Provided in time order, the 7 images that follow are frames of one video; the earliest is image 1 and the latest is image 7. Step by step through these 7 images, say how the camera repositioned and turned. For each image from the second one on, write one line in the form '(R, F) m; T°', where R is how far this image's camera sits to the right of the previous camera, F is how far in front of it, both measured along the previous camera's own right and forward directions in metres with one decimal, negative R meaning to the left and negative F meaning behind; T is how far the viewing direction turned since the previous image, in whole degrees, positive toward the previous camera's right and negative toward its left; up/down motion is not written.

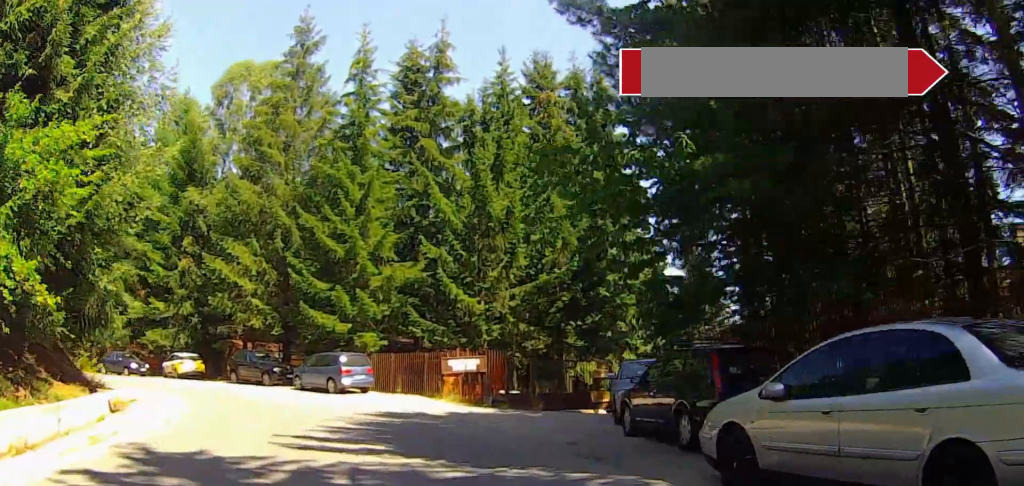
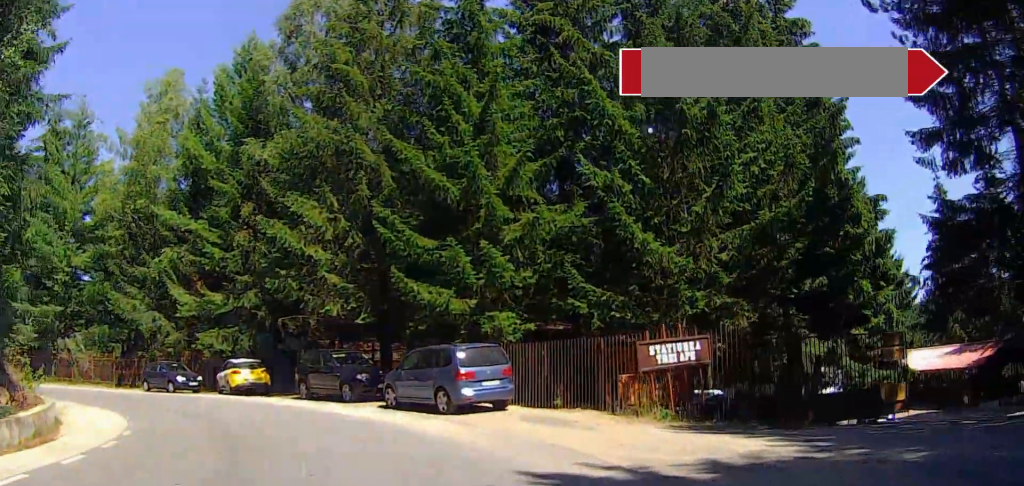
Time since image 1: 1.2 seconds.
(-0.4, +11.0) m; -9°
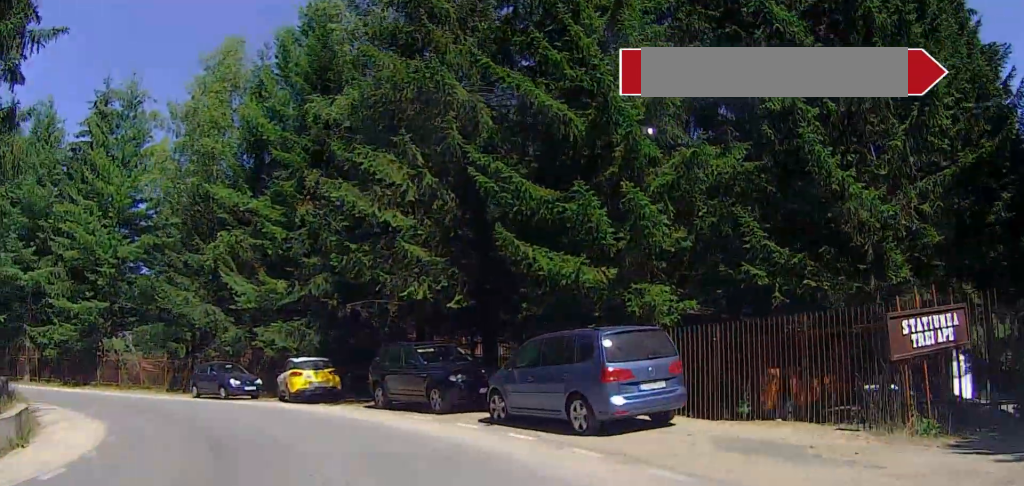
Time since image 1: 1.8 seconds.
(-0.7, +5.7) m; -7°
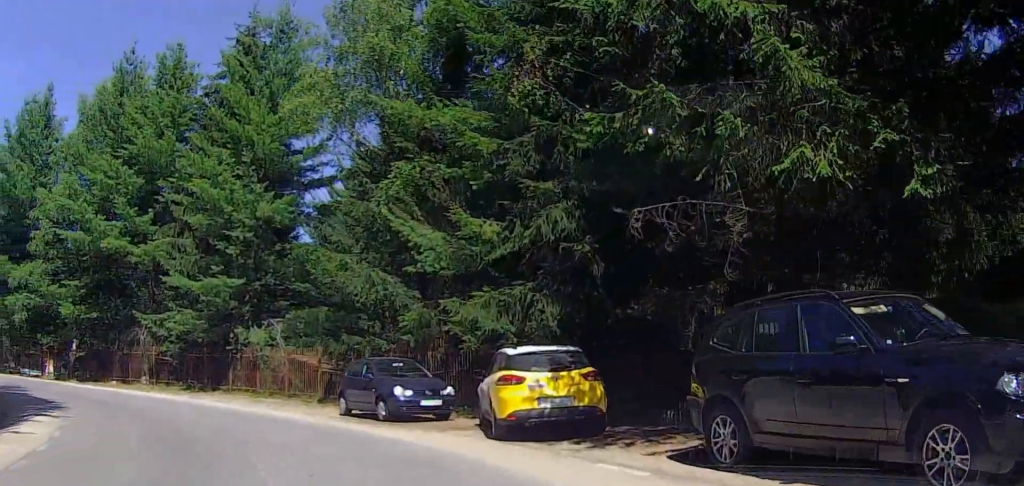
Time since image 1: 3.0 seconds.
(-1.2, +11.1) m; -17°
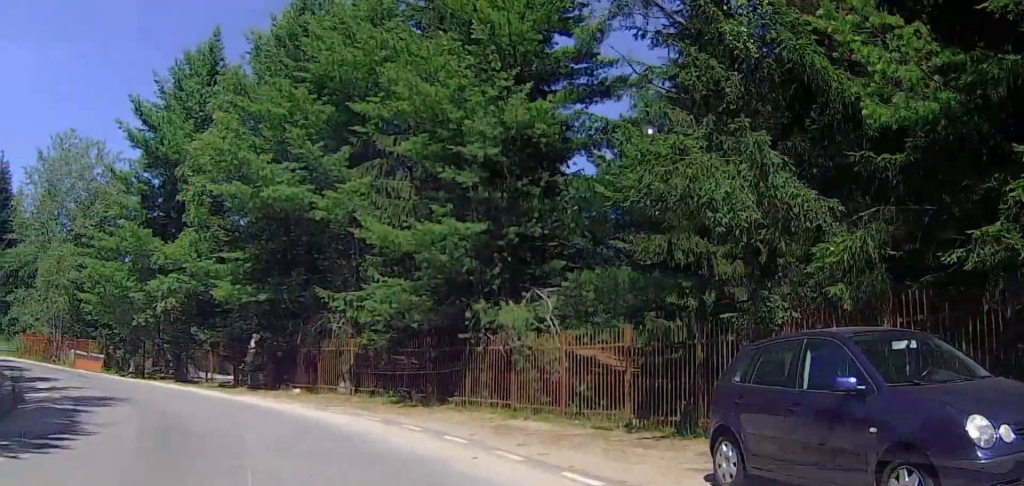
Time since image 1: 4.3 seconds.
(-2.4, +11.2) m; -25°
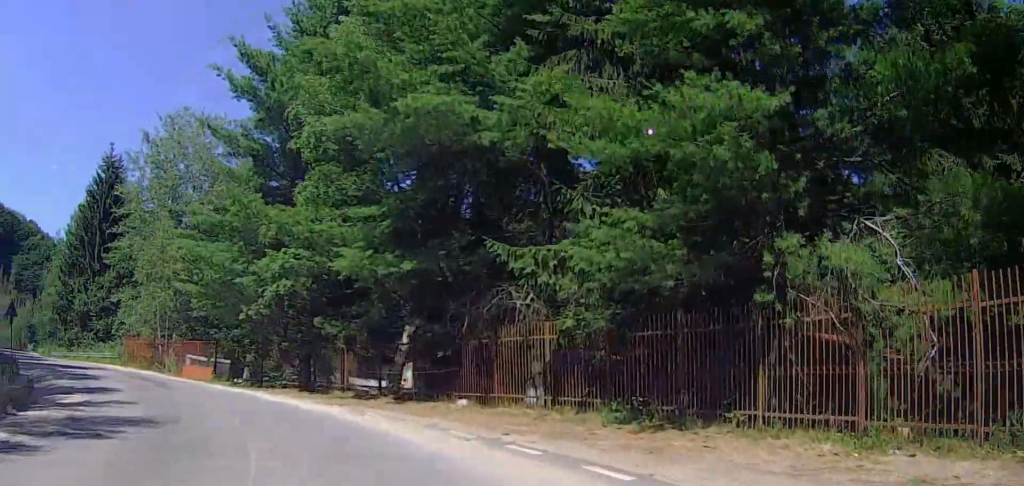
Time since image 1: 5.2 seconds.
(-1.2, +8.4) m; -20°
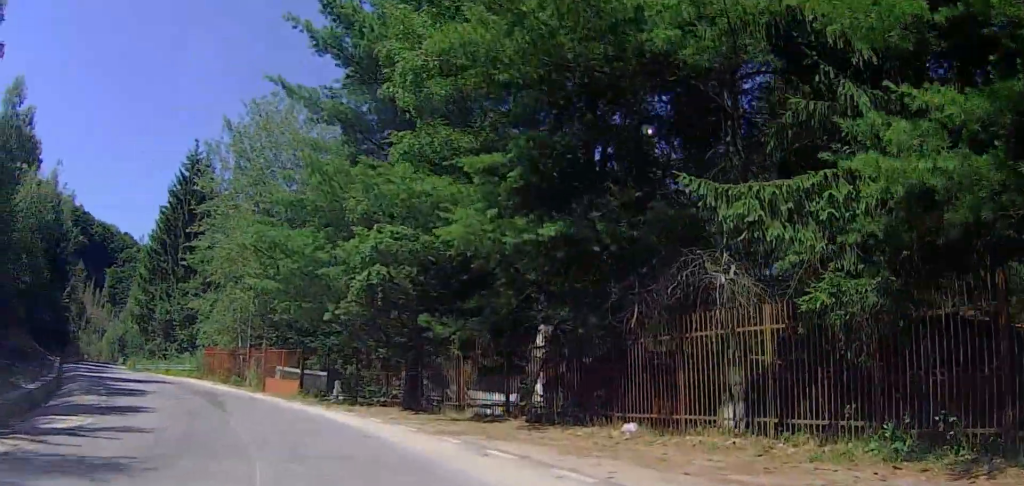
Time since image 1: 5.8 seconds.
(-1.1, +5.6) m; -8°
